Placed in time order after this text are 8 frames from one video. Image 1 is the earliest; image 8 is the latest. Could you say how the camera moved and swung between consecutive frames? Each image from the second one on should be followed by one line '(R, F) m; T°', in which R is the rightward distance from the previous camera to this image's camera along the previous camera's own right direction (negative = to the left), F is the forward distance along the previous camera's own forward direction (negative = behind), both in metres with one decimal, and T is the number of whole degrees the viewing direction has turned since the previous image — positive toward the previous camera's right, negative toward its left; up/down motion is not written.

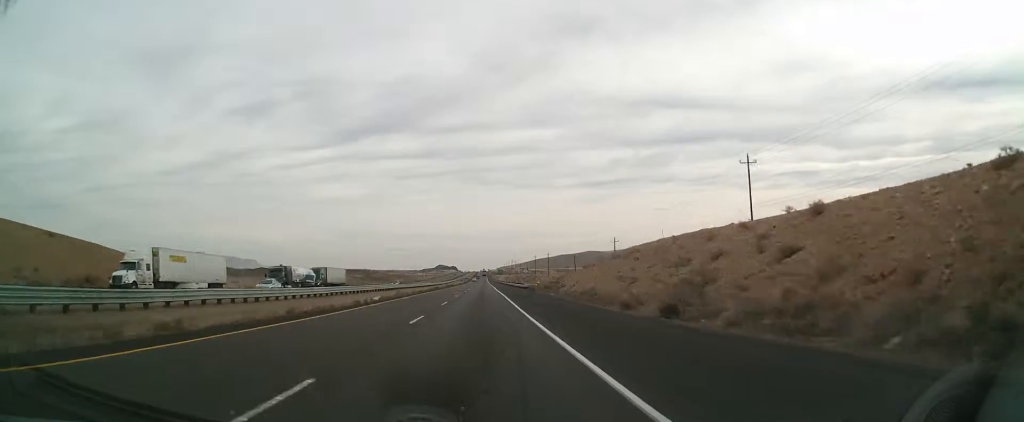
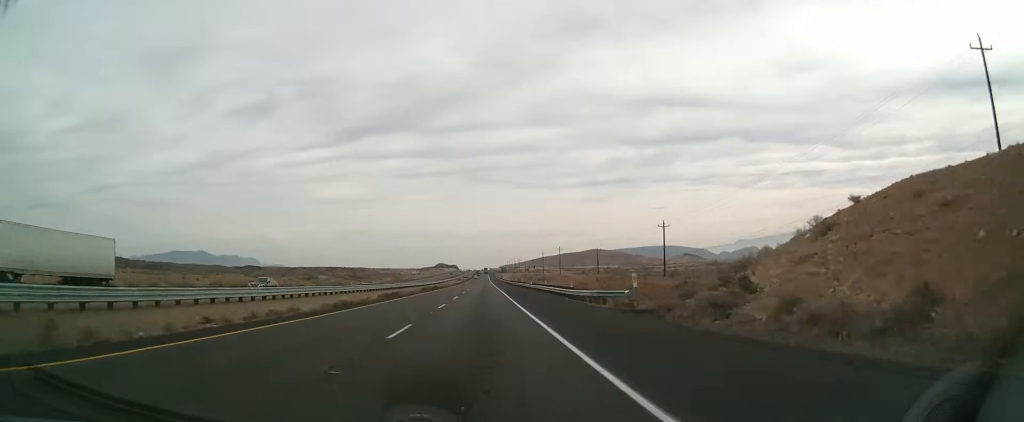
(0.0, +48.3) m; 0°
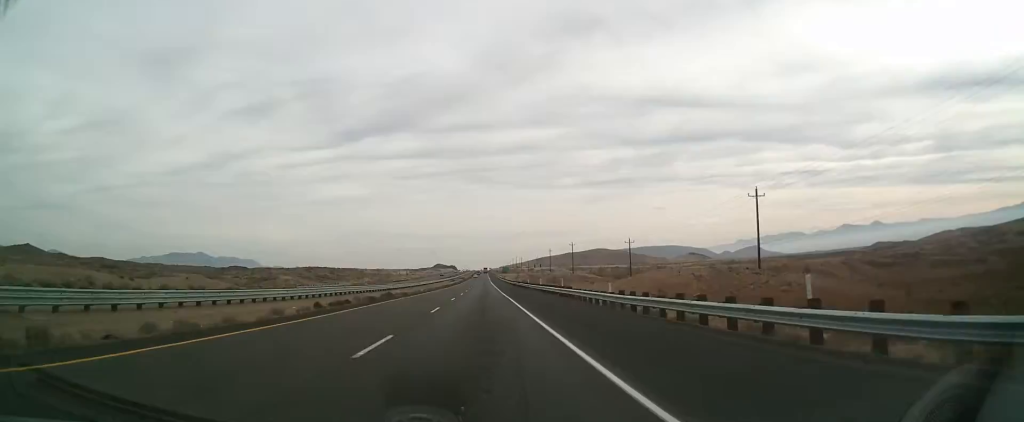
(-0.5, +47.1) m; -1°
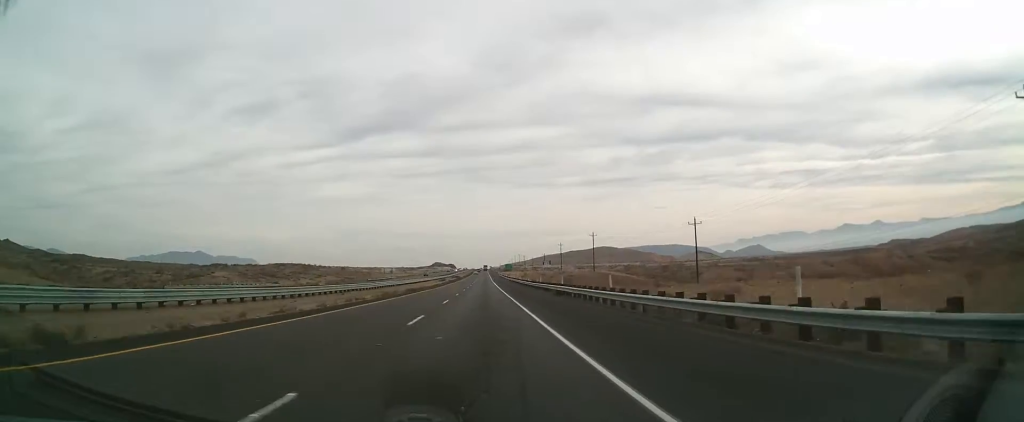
(+0.4, +51.4) m; +1°
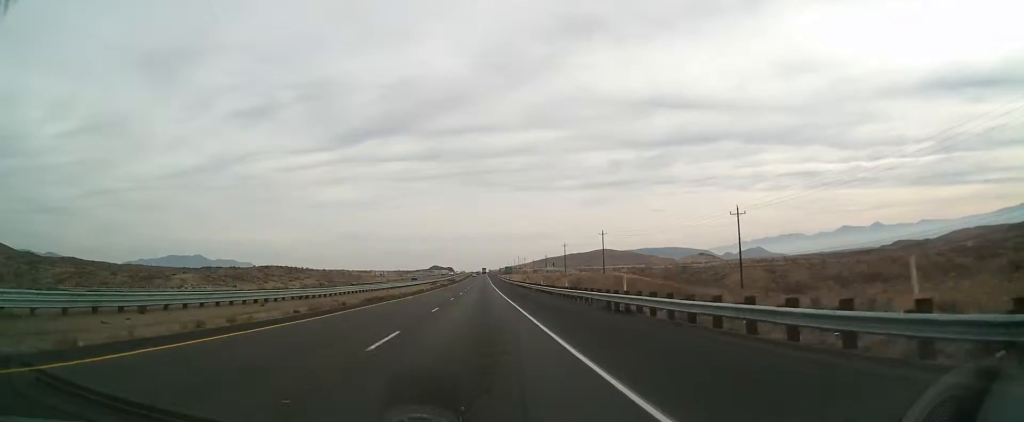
(+0.1, +20.2) m; -1°
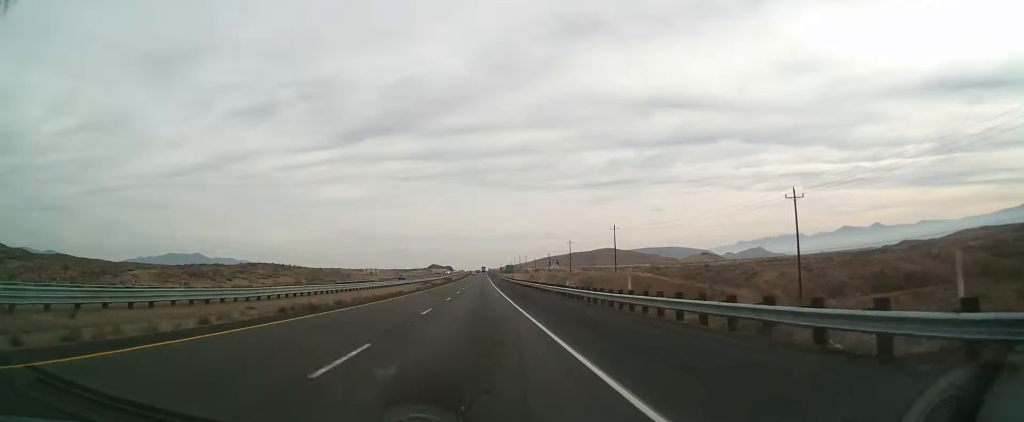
(-0.1, +18.1) m; 0°
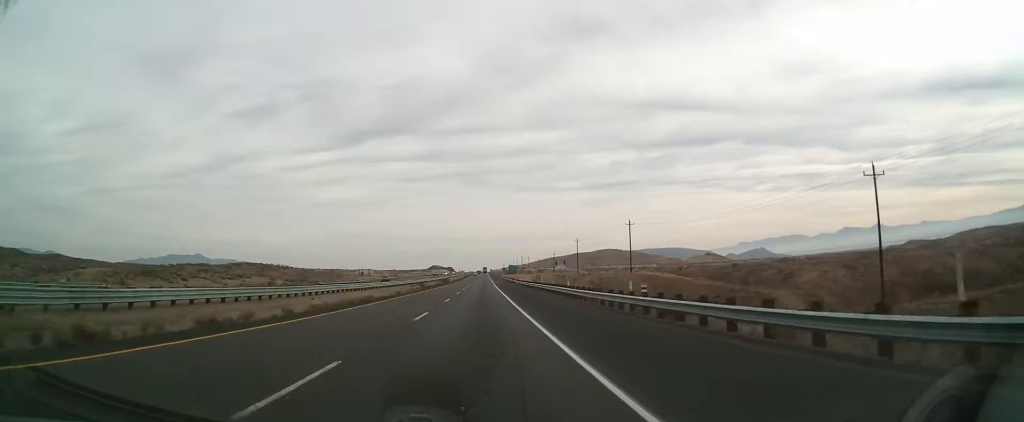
(-0.3, +17.0) m; 0°
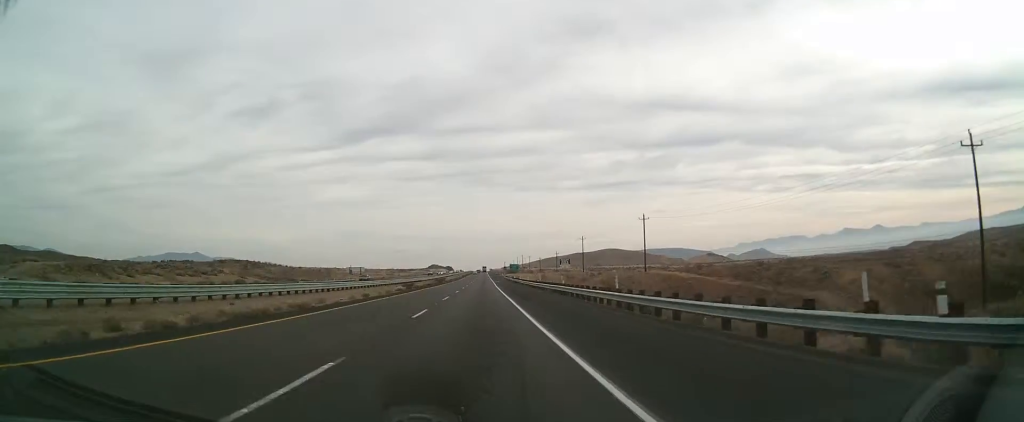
(+0.2, +14.9) m; 0°
